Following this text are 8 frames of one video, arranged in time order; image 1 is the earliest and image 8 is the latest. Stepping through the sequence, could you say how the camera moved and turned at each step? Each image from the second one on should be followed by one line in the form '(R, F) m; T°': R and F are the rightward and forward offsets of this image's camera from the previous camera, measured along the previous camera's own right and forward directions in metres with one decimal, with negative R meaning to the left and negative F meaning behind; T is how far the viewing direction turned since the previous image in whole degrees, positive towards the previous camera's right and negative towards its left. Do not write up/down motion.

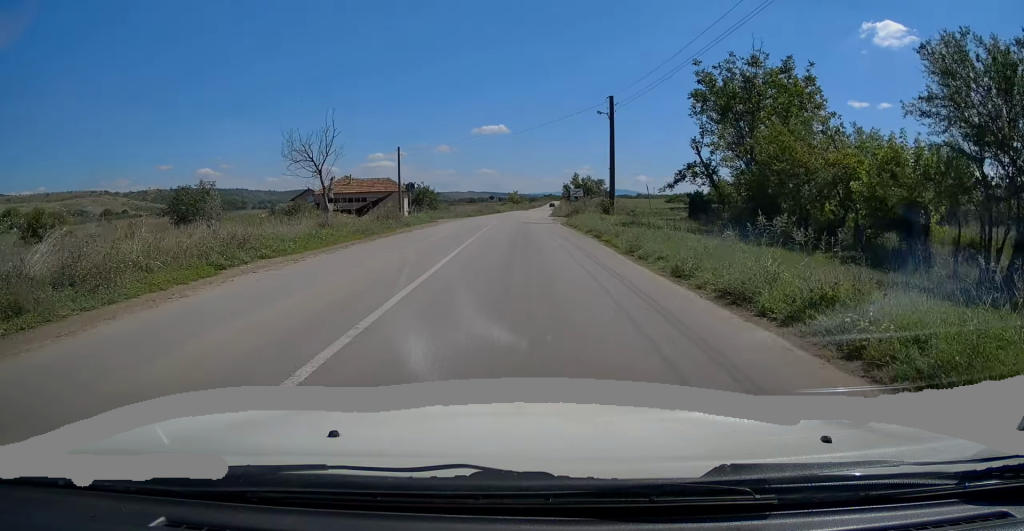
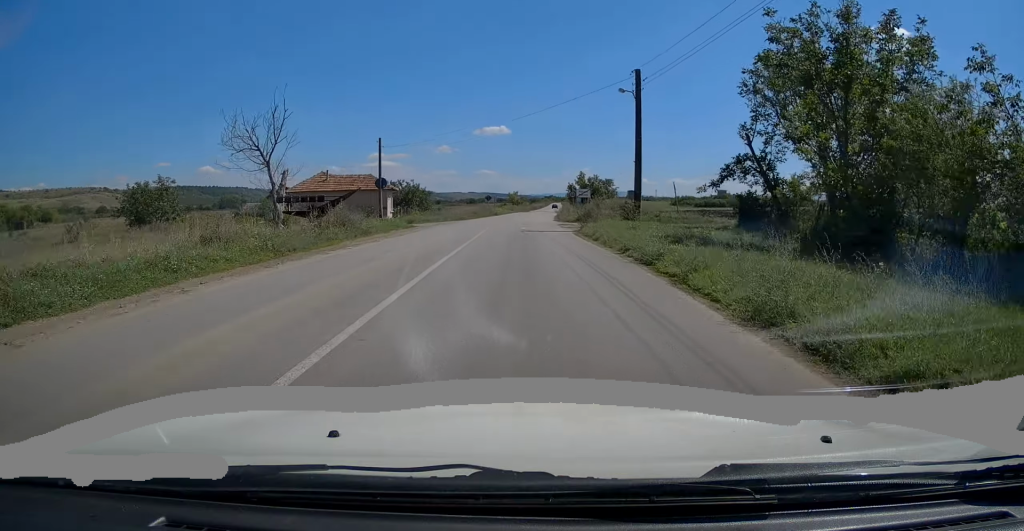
(0.0, +8.3) m; 0°
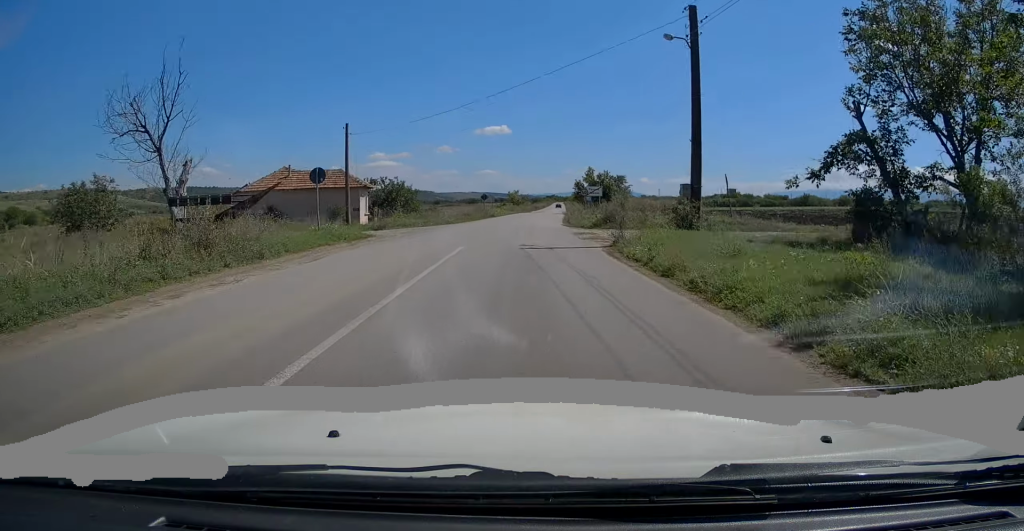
(0.0, +9.8) m; 0°
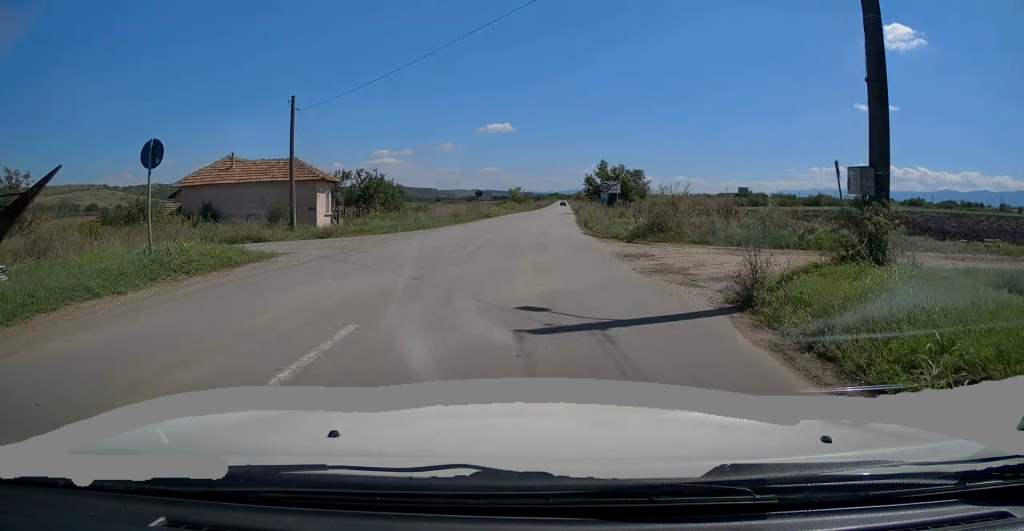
(-0.1, +10.4) m; +1°
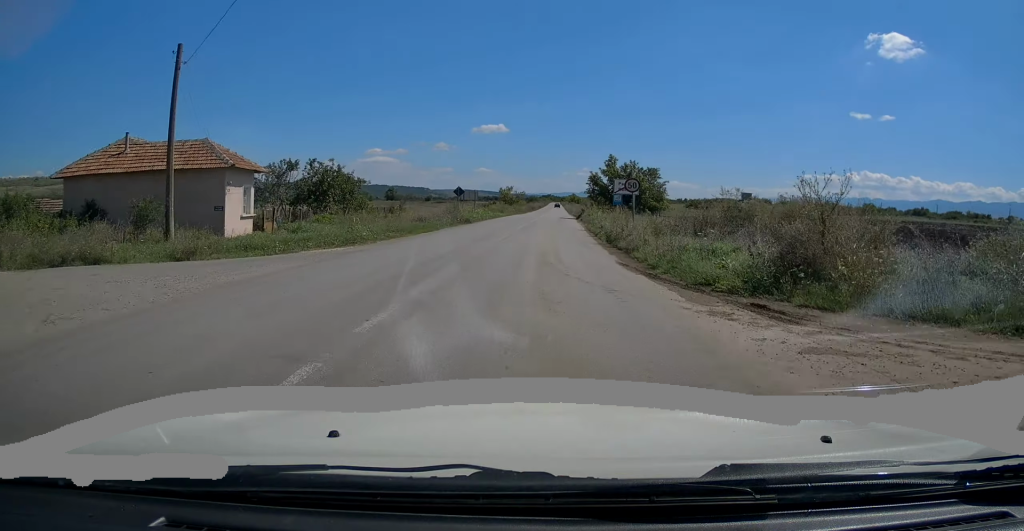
(+0.1, +10.9) m; +1°
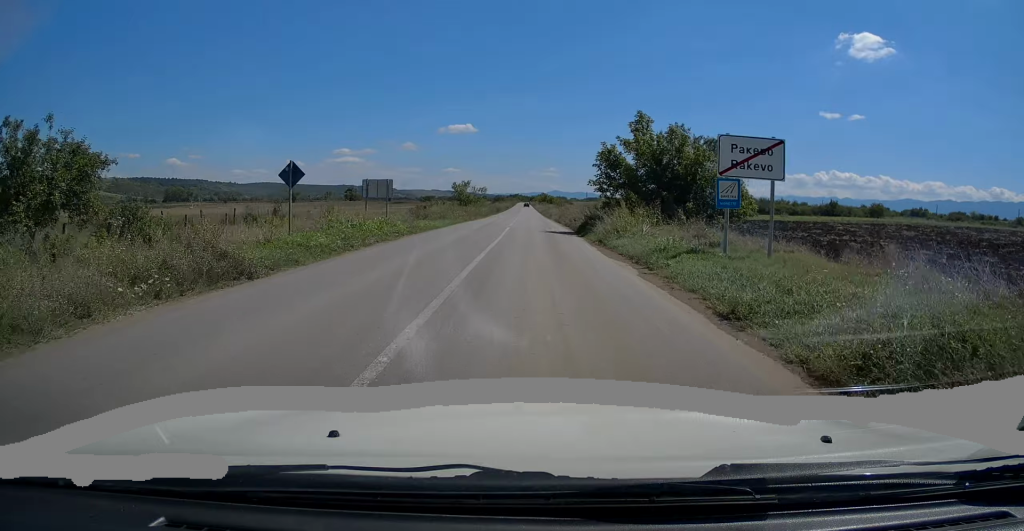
(+0.2, +26.6) m; +1°
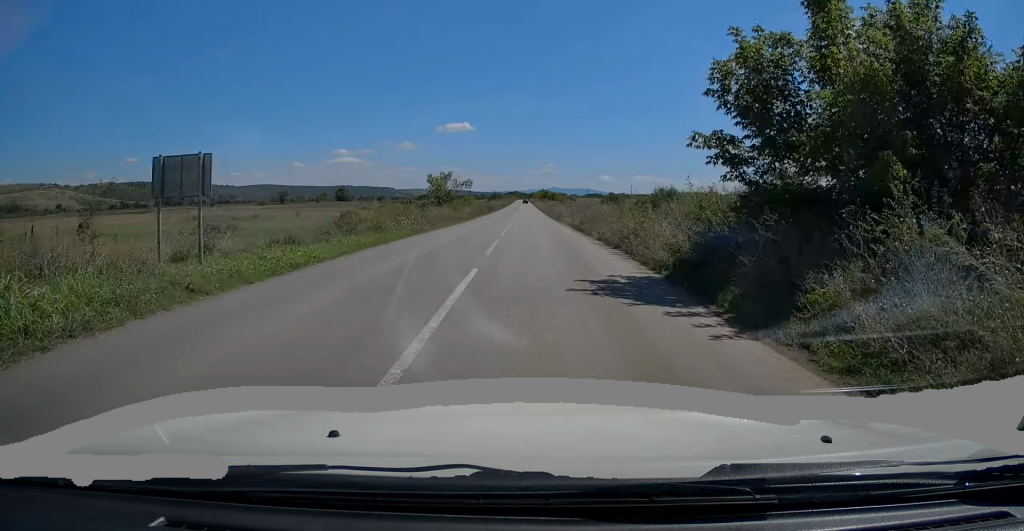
(+0.5, +18.8) m; +2°
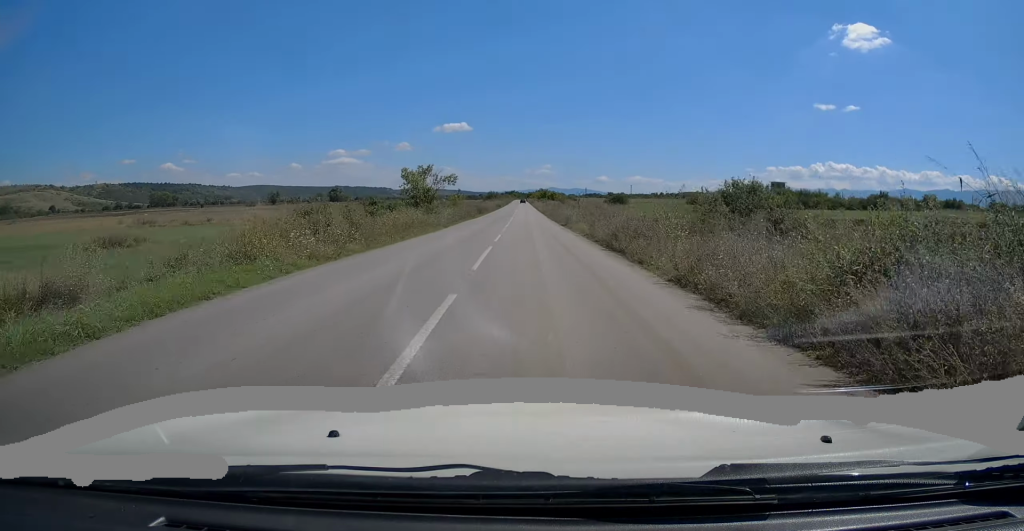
(+0.3, +11.0) m; 0°
